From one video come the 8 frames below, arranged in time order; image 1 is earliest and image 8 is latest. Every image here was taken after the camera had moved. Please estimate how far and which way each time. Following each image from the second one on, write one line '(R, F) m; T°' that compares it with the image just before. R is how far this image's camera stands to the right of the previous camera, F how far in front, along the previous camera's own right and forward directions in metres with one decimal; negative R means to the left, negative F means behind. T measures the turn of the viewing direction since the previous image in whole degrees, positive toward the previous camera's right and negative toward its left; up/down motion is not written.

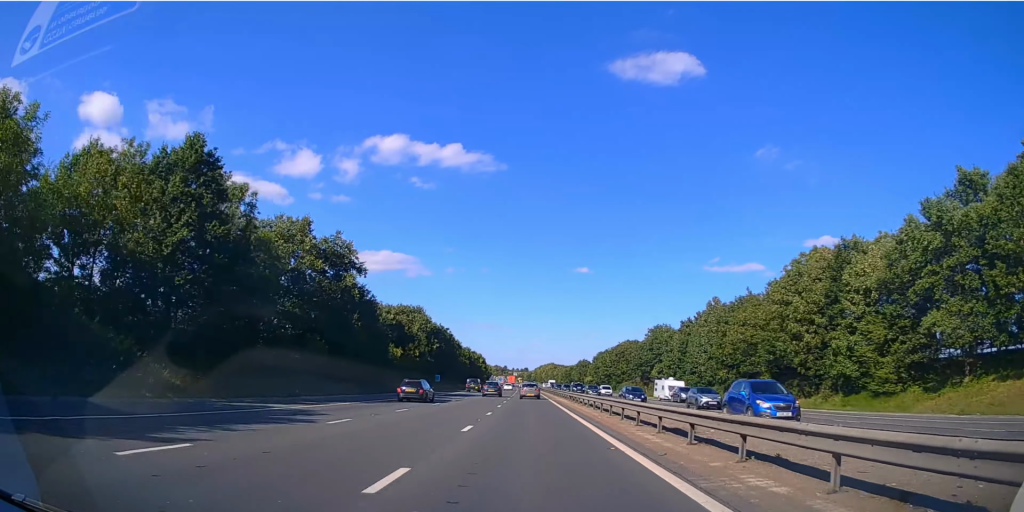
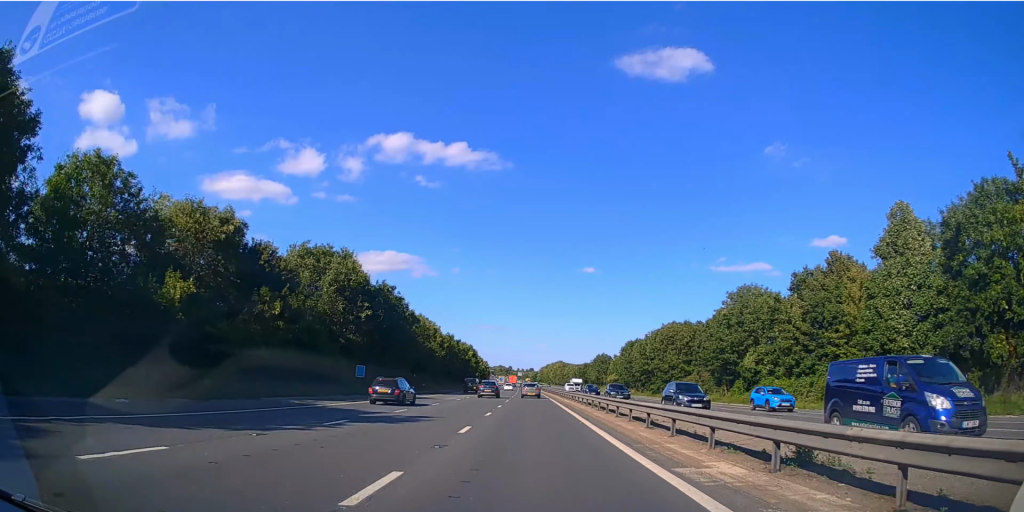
(0.0, +45.9) m; 0°
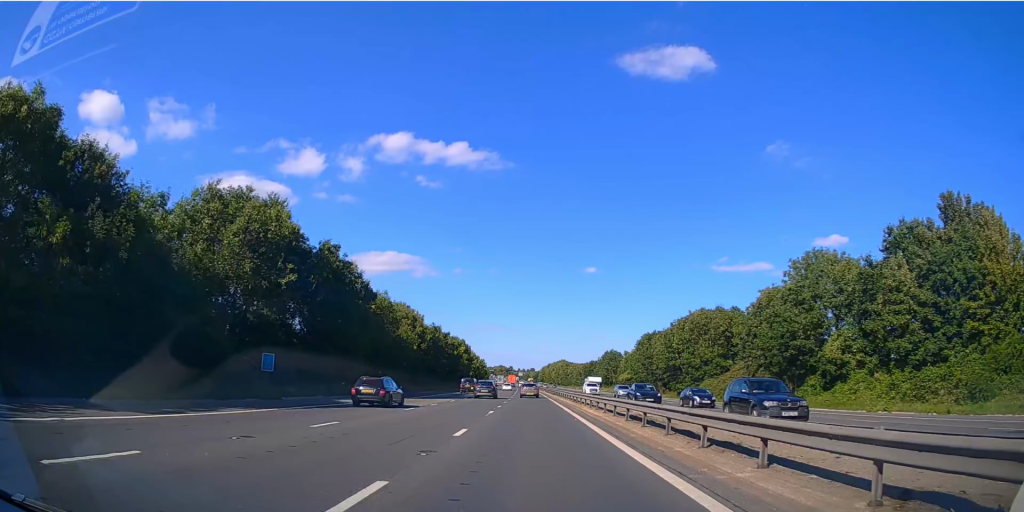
(-0.2, +18.8) m; 0°
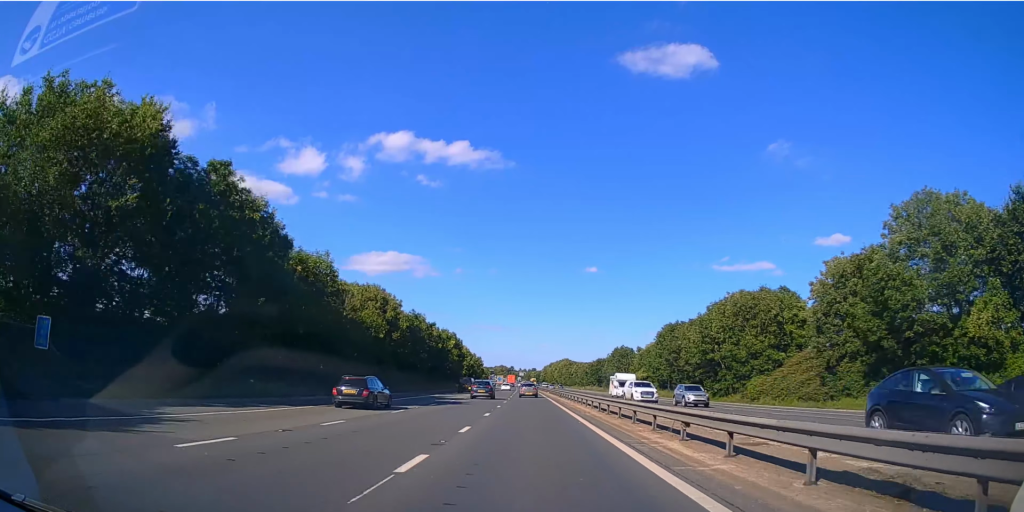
(-0.1, +17.8) m; 0°
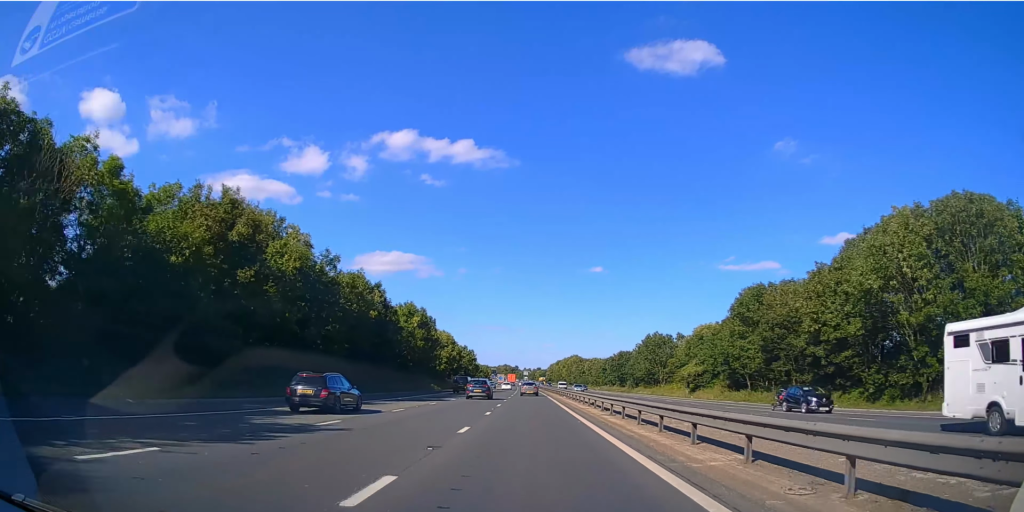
(0.0, +35.9) m; 0°
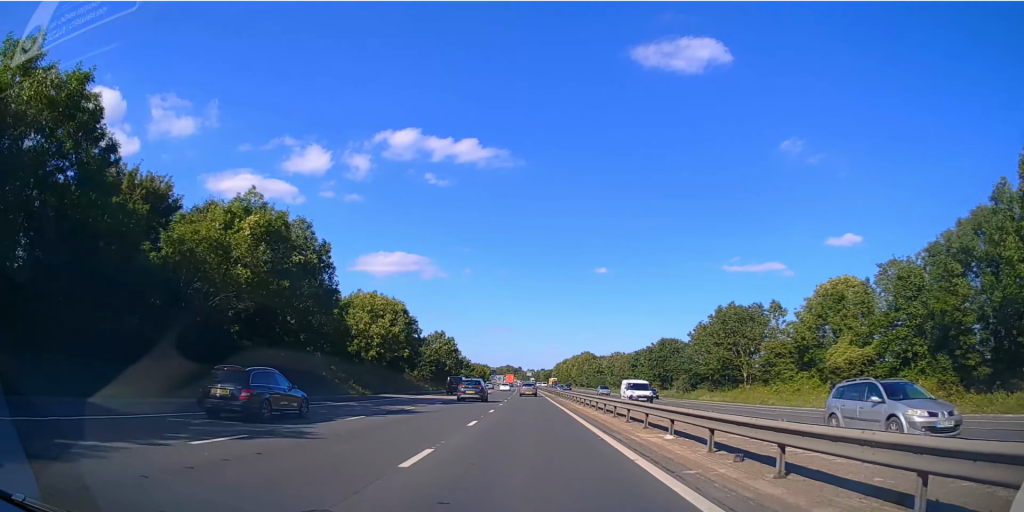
(-0.2, +43.9) m; 0°
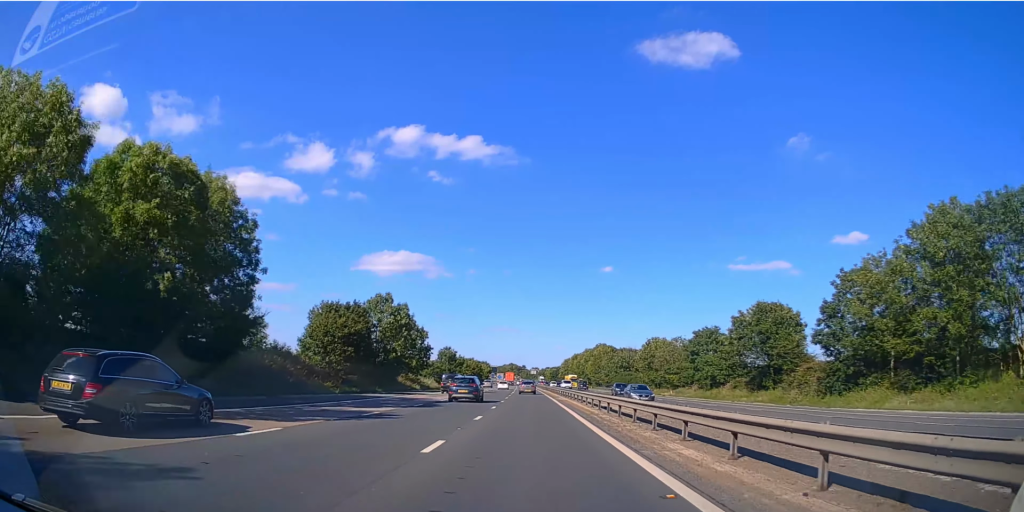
(-0.1, +42.7) m; 0°
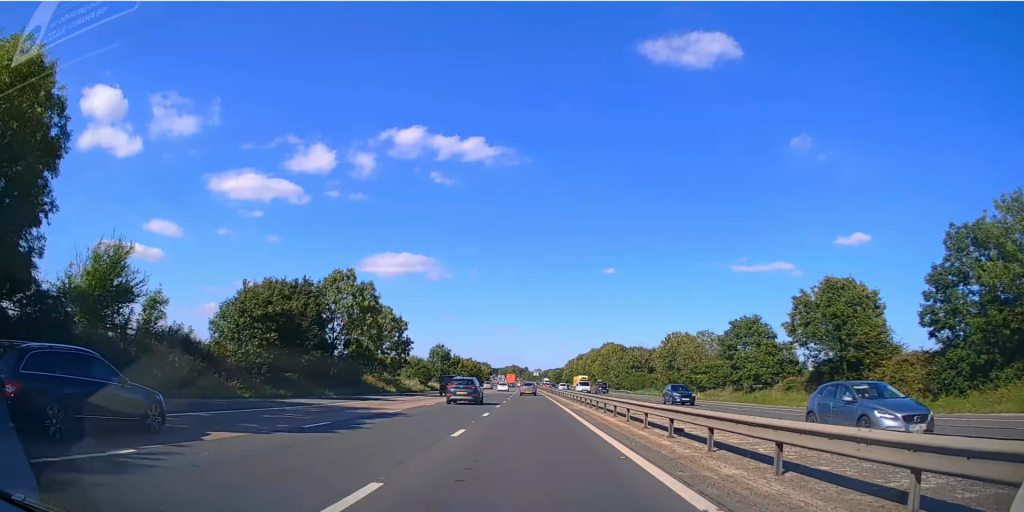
(-0.1, +14.9) m; 0°
